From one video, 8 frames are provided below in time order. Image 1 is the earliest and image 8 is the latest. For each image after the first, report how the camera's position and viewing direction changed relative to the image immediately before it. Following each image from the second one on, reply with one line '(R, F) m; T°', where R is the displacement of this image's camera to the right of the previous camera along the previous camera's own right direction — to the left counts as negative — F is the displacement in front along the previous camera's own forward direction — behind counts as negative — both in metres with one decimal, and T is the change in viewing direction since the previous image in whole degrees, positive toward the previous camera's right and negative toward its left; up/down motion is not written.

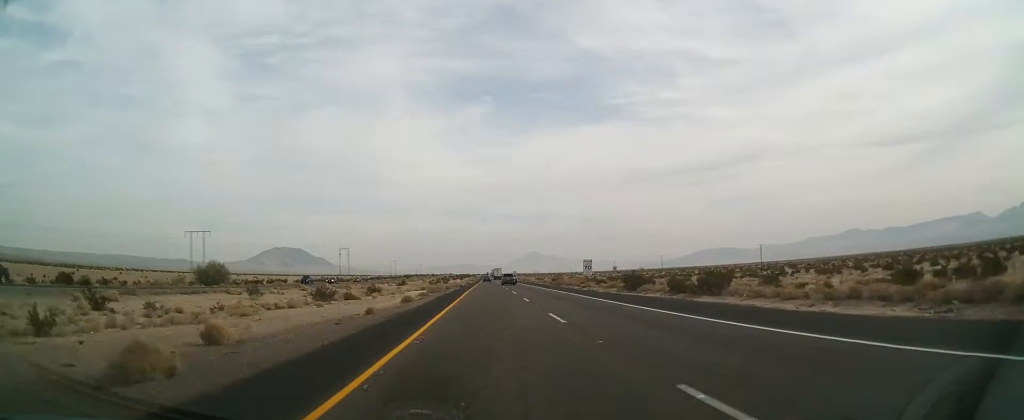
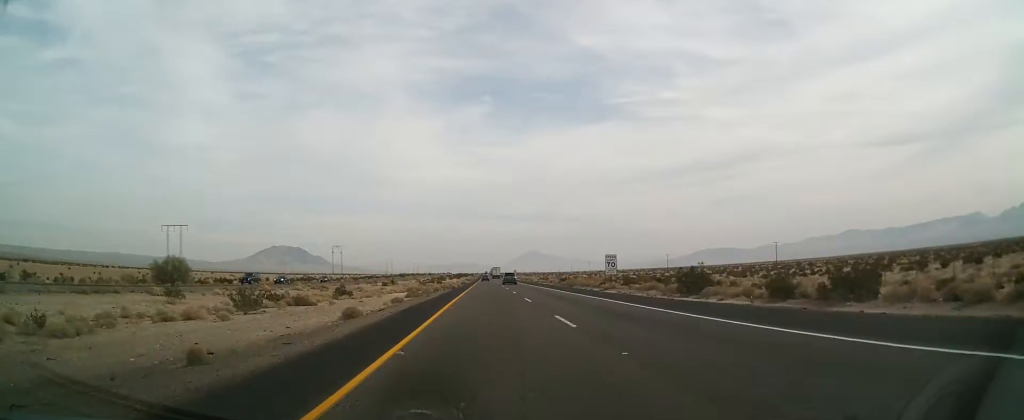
(0.0, +16.6) m; 0°
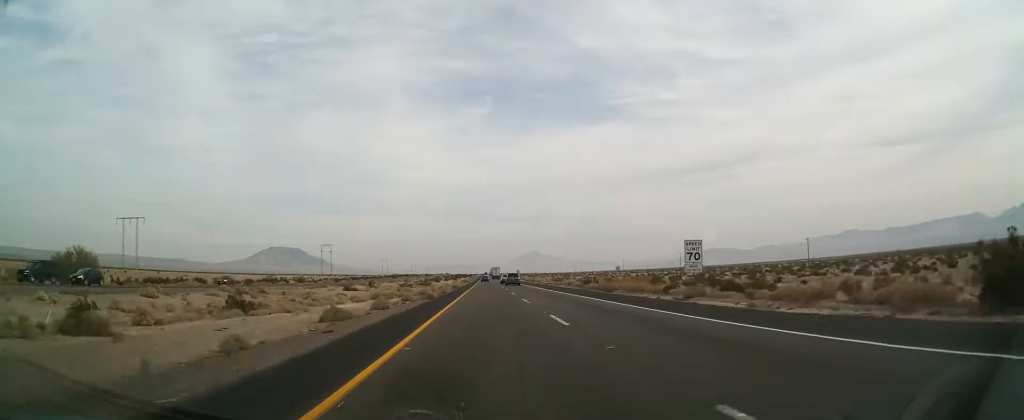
(-0.1, +28.0) m; 0°
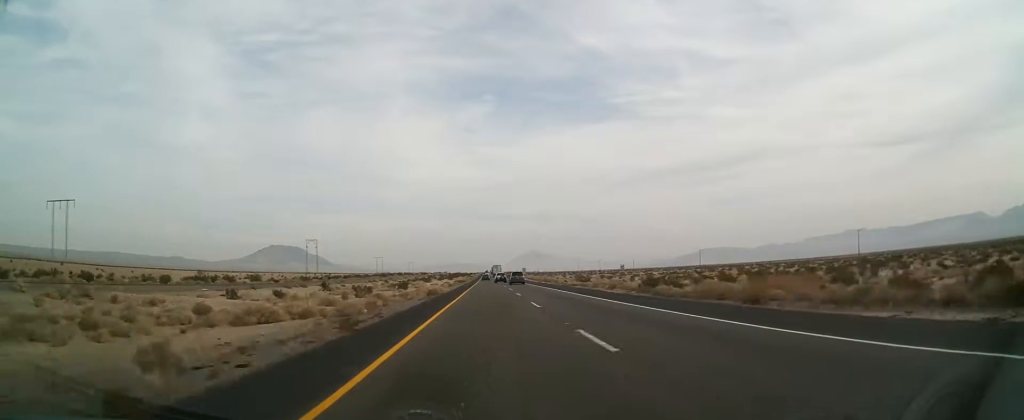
(-0.1, +34.9) m; 0°
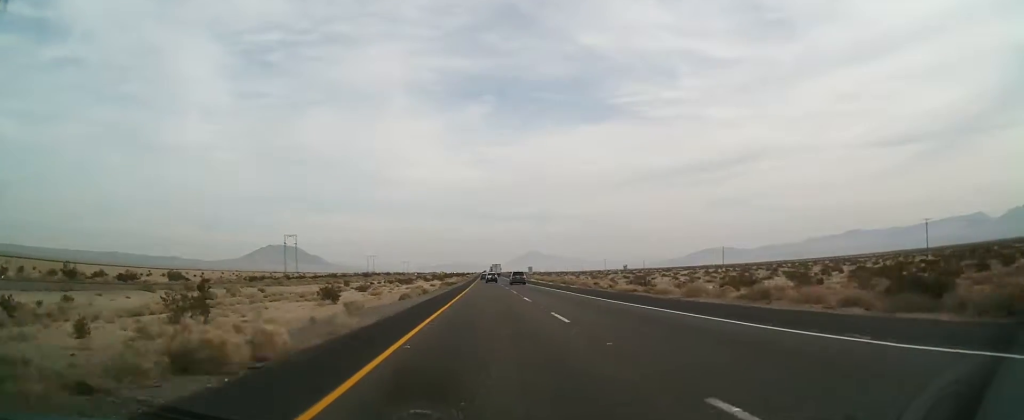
(+0.1, +37.4) m; 0°
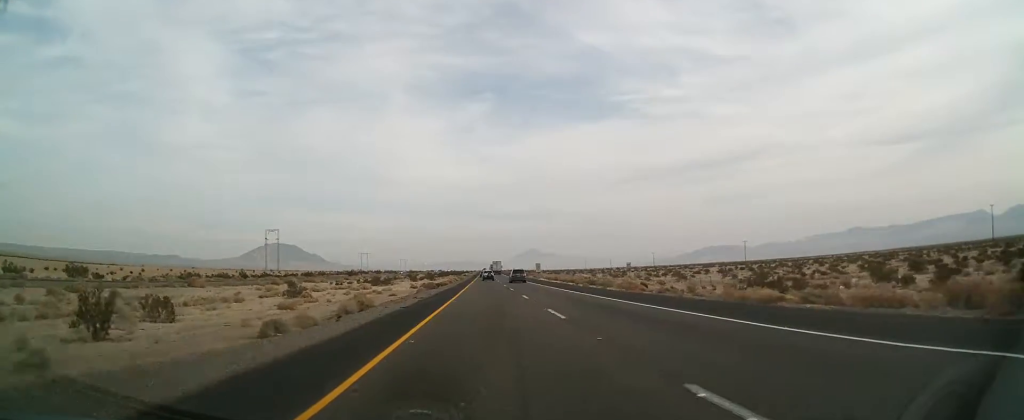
(0.0, +28.5) m; 0°
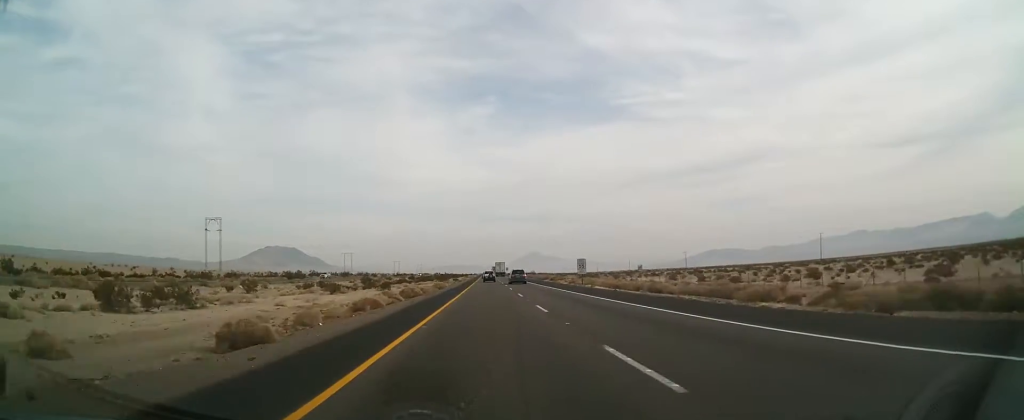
(+0.6, +69.2) m; +1°
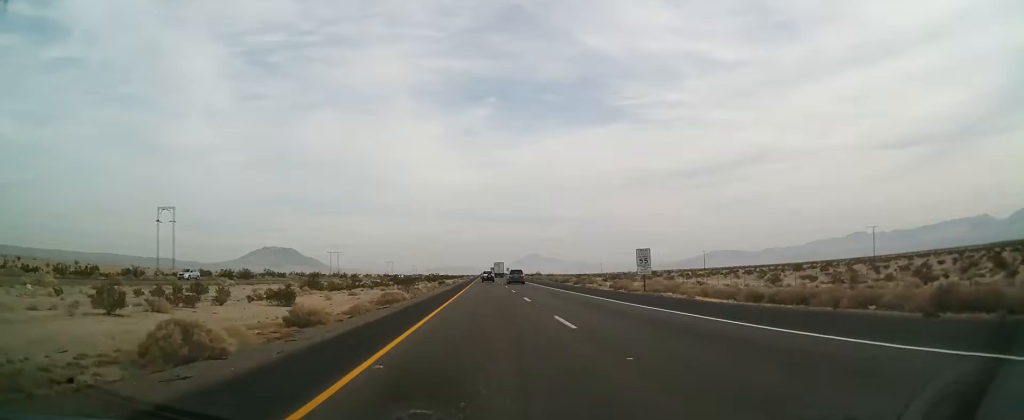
(+0.2, +36.0) m; 0°
